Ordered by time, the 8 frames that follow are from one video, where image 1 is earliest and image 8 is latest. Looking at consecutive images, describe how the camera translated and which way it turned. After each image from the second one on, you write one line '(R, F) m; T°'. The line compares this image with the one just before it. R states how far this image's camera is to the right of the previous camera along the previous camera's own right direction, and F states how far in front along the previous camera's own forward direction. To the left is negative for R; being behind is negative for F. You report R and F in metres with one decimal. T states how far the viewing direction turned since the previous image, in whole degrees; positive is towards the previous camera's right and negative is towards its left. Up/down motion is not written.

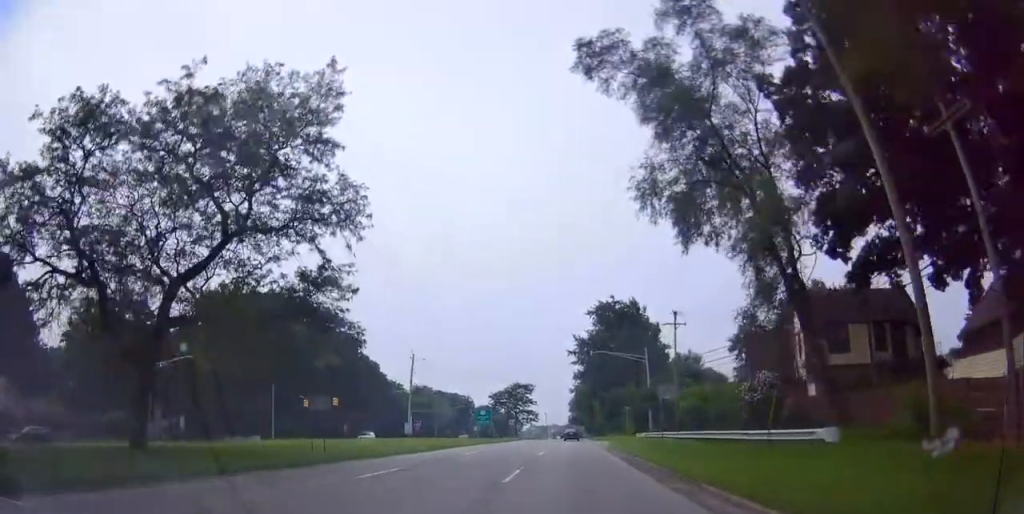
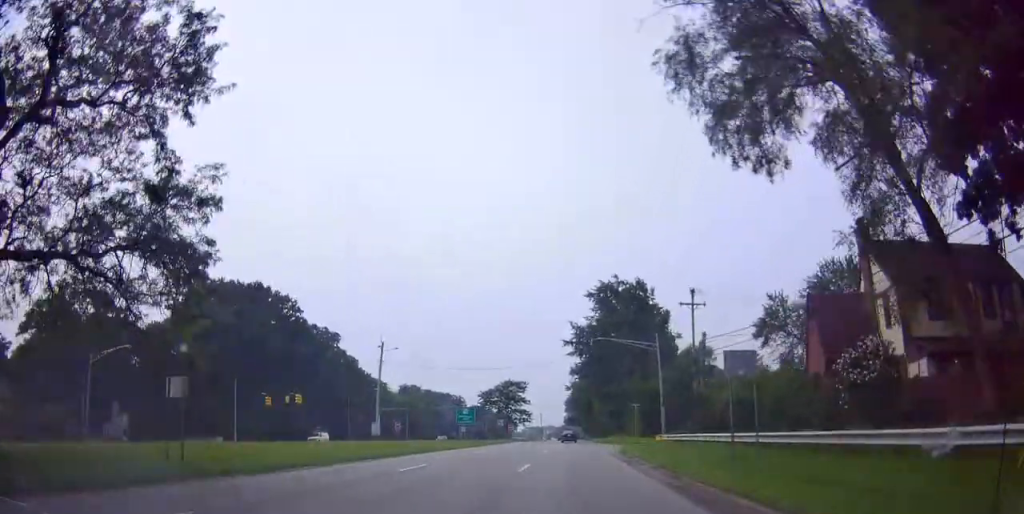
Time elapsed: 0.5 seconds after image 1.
(-0.3, +10.8) m; 0°
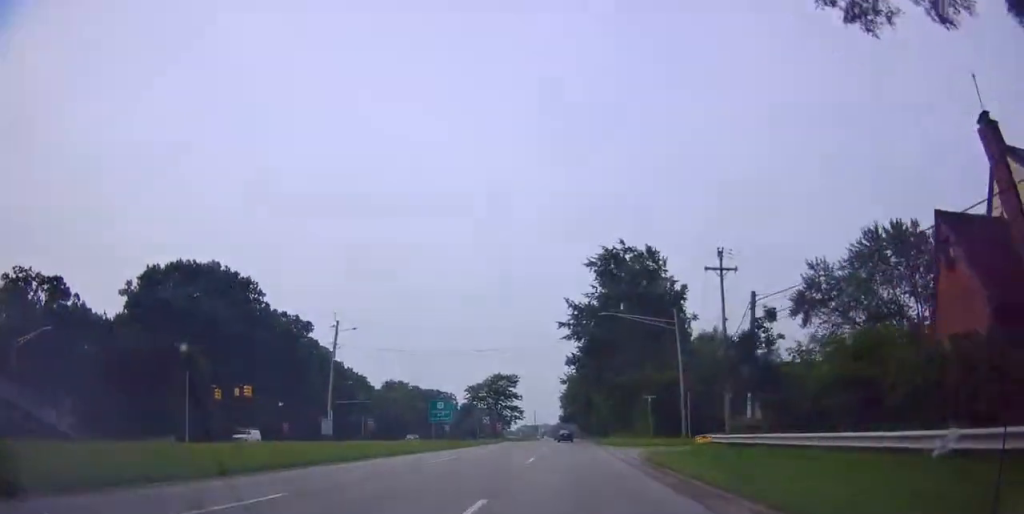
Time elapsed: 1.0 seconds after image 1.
(-0.3, +11.5) m; 0°
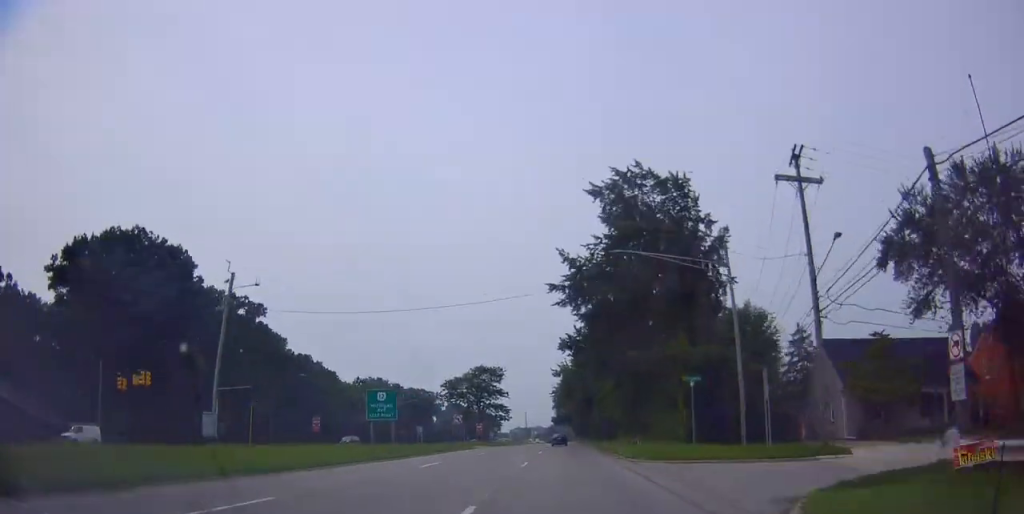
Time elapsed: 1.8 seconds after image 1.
(+0.5, +16.3) m; +1°
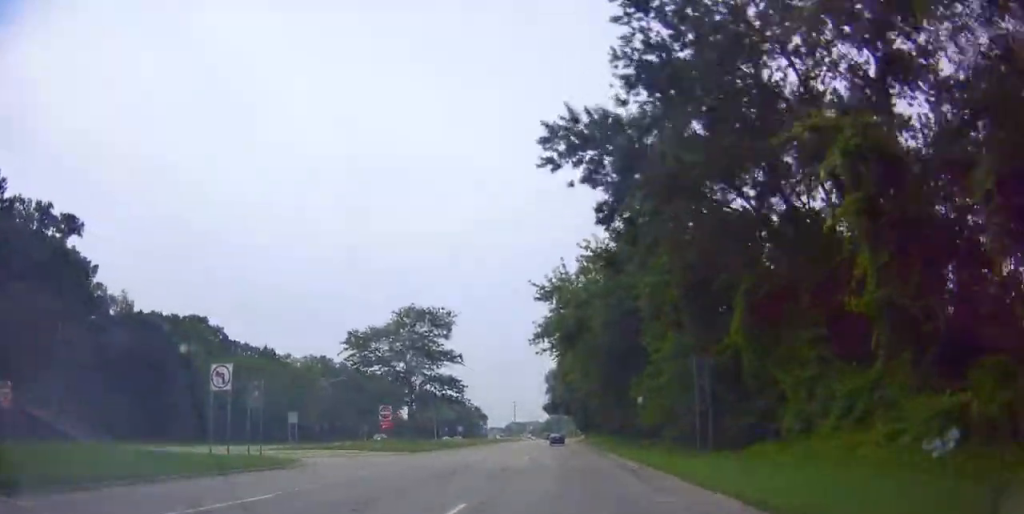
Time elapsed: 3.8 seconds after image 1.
(+0.1, +41.9) m; 0°
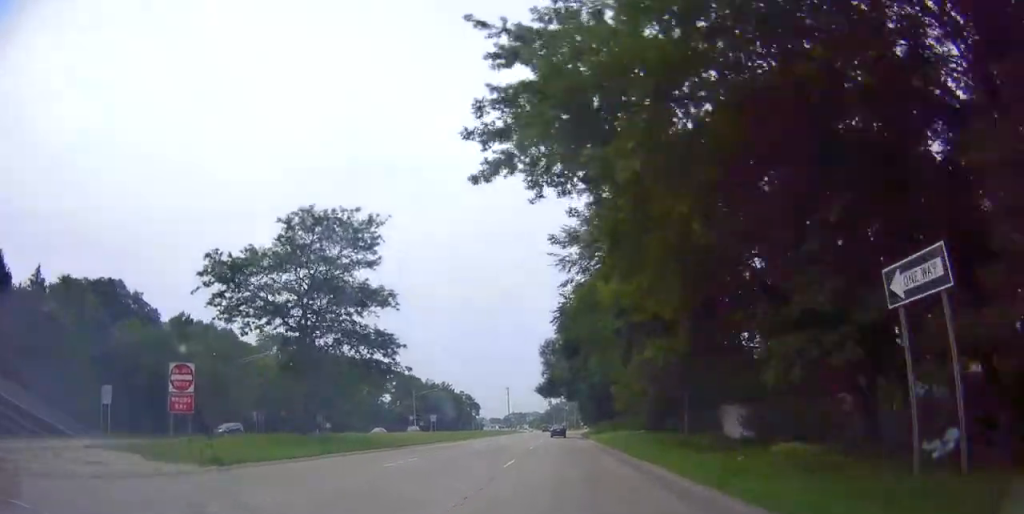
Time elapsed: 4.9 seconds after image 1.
(+0.1, +21.3) m; +1°
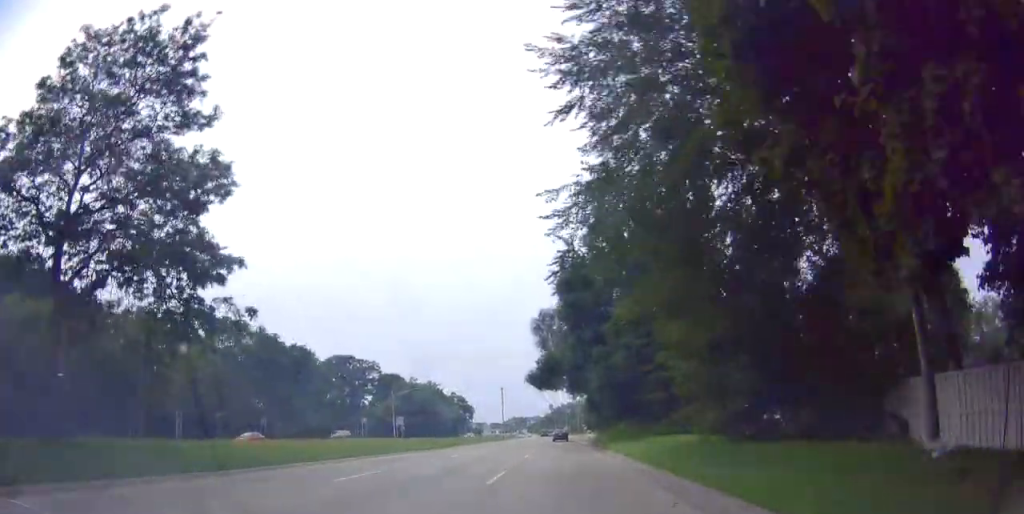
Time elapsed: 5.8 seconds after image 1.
(0.0, +17.2) m; 0°
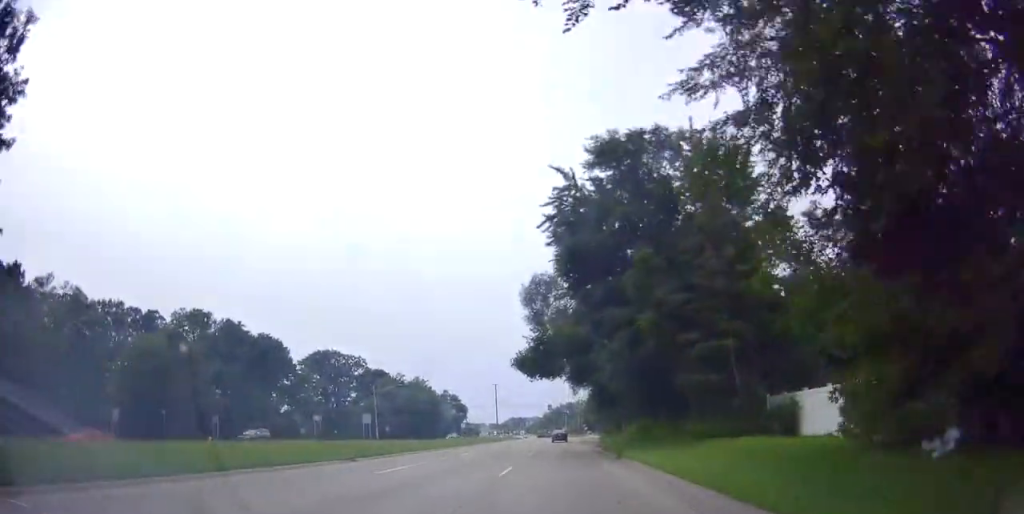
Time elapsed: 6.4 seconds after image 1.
(0.0, +11.1) m; 0°
